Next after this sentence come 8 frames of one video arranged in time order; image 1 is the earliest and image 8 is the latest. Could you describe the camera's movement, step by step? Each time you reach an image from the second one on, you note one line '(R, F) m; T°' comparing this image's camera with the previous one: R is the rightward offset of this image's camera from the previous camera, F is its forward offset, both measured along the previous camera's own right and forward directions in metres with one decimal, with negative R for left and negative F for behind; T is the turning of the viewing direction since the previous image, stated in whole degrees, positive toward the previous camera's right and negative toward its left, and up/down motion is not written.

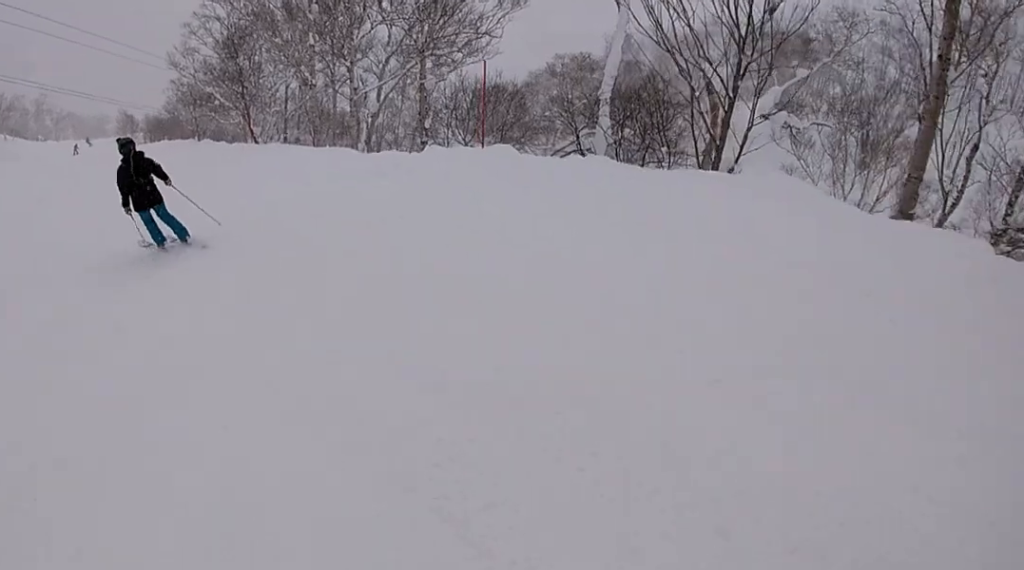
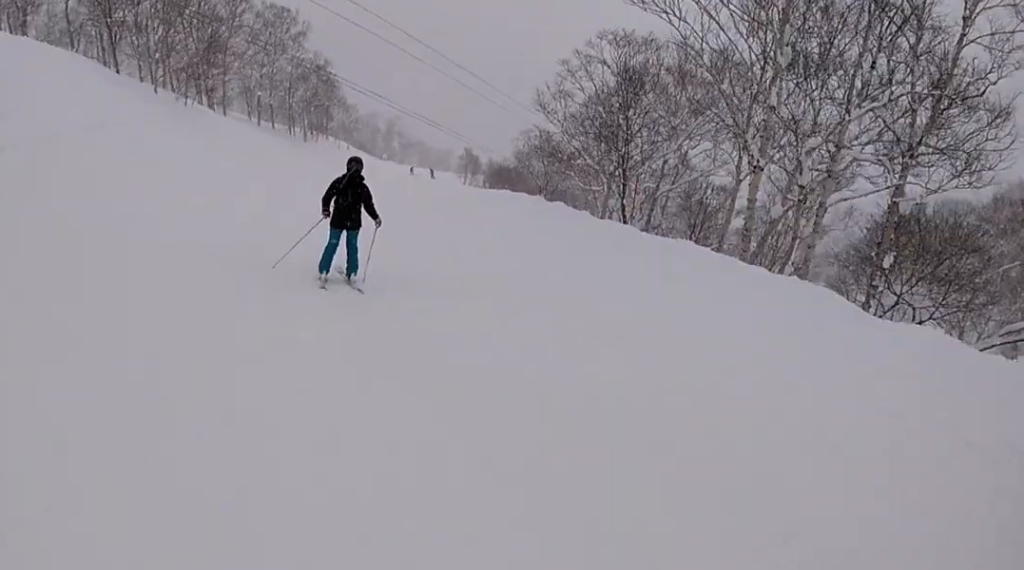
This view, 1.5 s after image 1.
(-0.9, +6.8) m; -9°
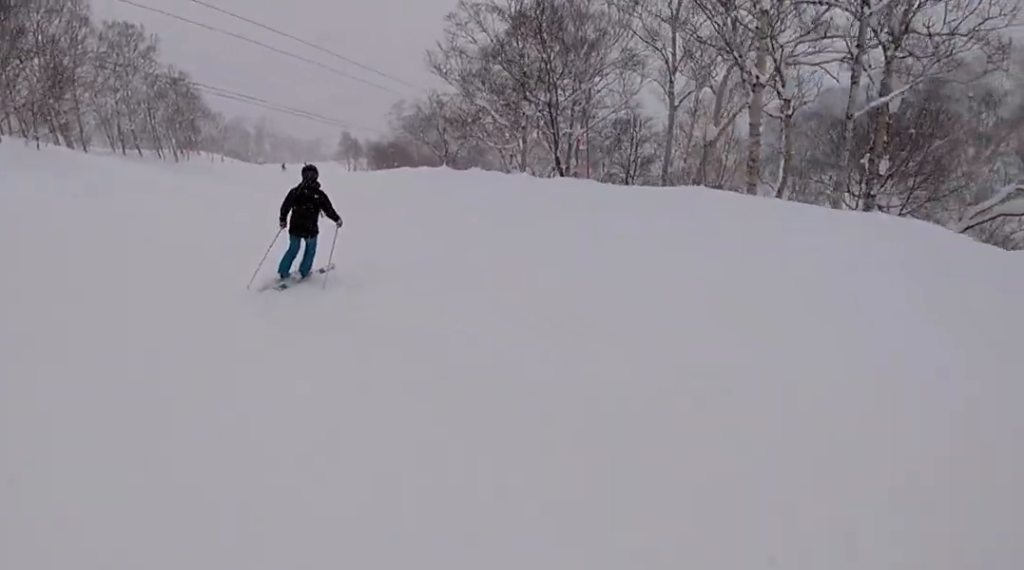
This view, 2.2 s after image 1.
(-0.2, +3.0) m; +6°
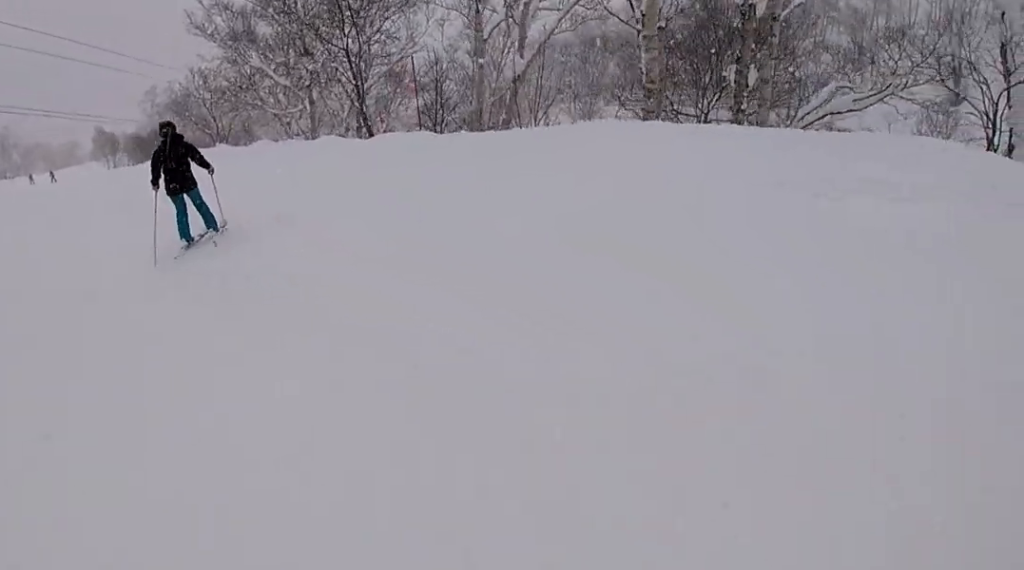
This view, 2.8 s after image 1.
(+1.0, +3.4) m; +12°
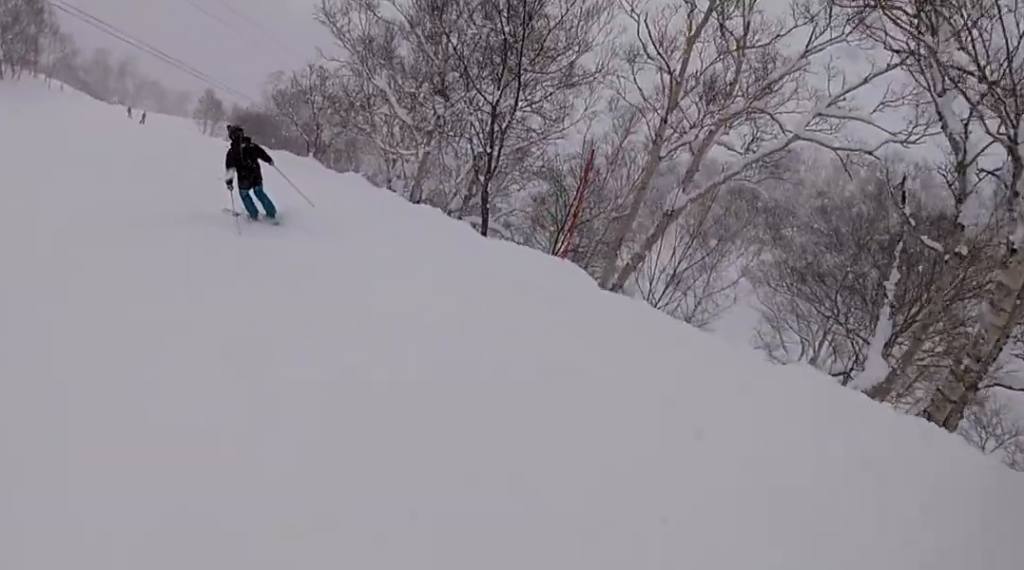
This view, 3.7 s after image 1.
(+0.1, +4.6) m; -8°
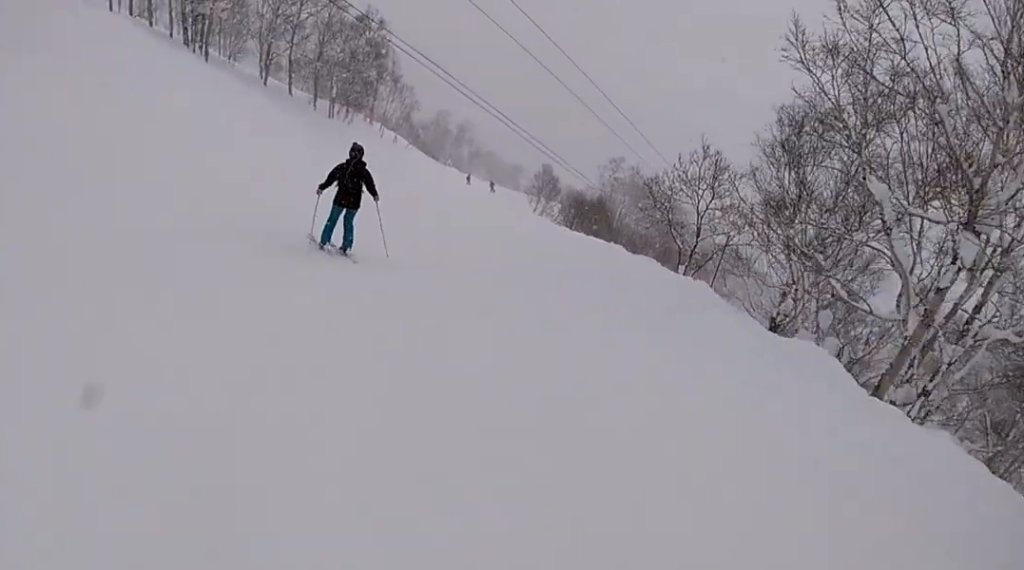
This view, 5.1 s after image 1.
(-1.9, +7.8) m; -22°
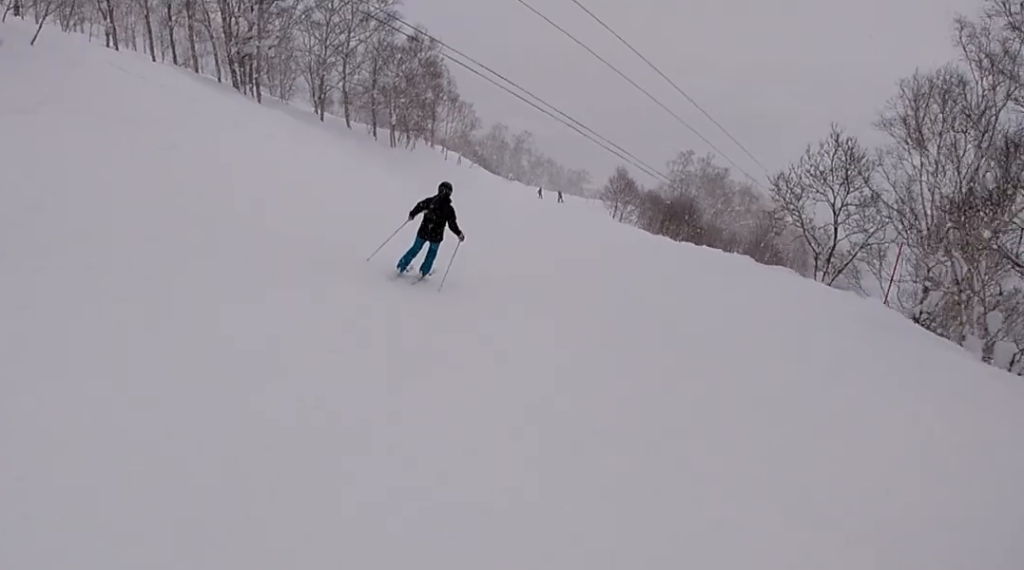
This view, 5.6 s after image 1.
(-0.6, +2.6) m; +11°
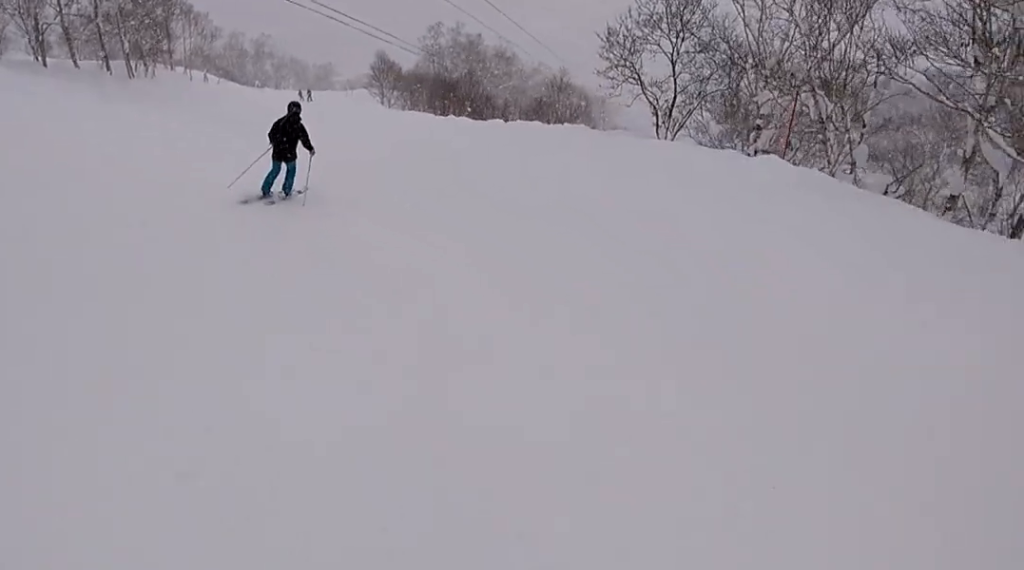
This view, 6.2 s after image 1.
(0.0, +2.9) m; +12°
